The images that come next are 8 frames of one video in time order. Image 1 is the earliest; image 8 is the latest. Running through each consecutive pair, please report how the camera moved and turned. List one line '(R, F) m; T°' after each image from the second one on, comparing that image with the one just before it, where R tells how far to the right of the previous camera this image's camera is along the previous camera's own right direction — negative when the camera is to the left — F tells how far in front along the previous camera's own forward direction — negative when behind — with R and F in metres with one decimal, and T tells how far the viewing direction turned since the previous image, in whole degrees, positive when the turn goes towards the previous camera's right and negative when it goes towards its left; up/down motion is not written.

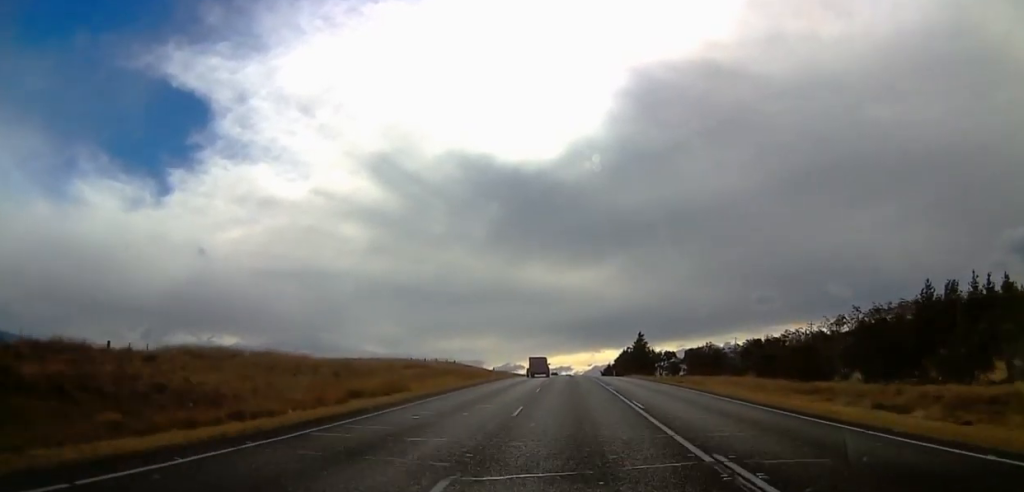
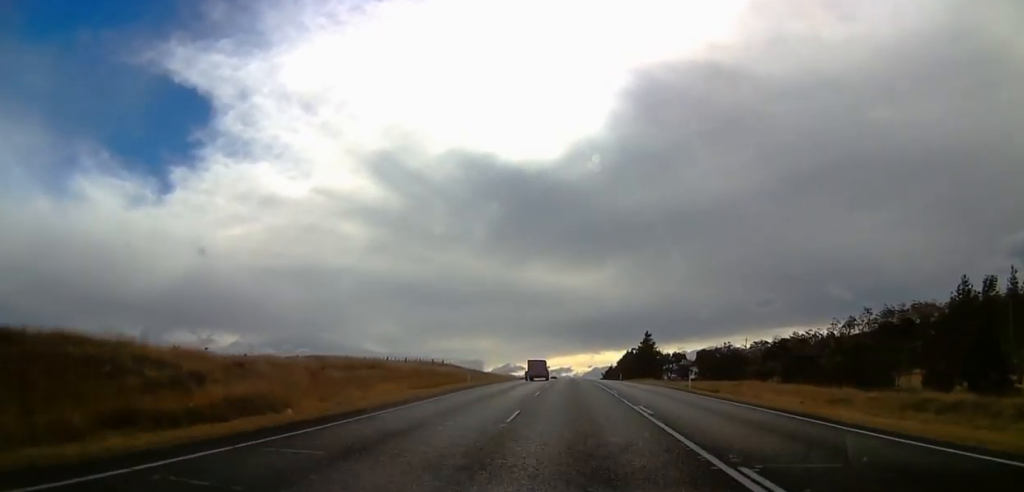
(0.0, +14.8) m; 0°
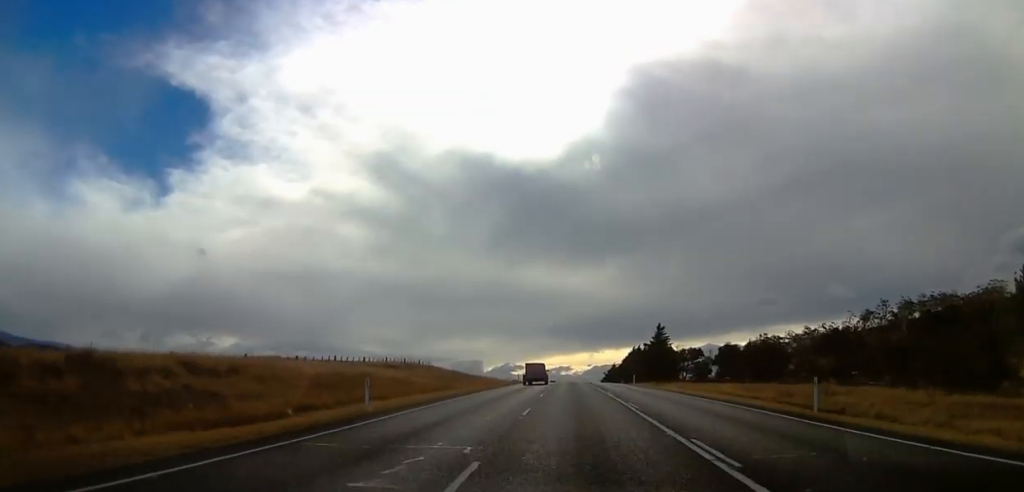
(0.0, +21.1) m; 0°
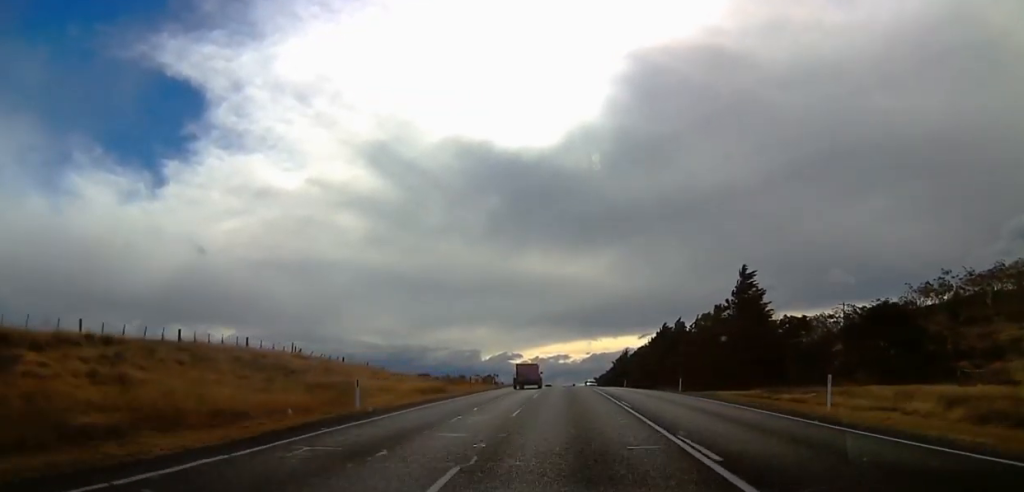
(0.0, +58.8) m; 0°
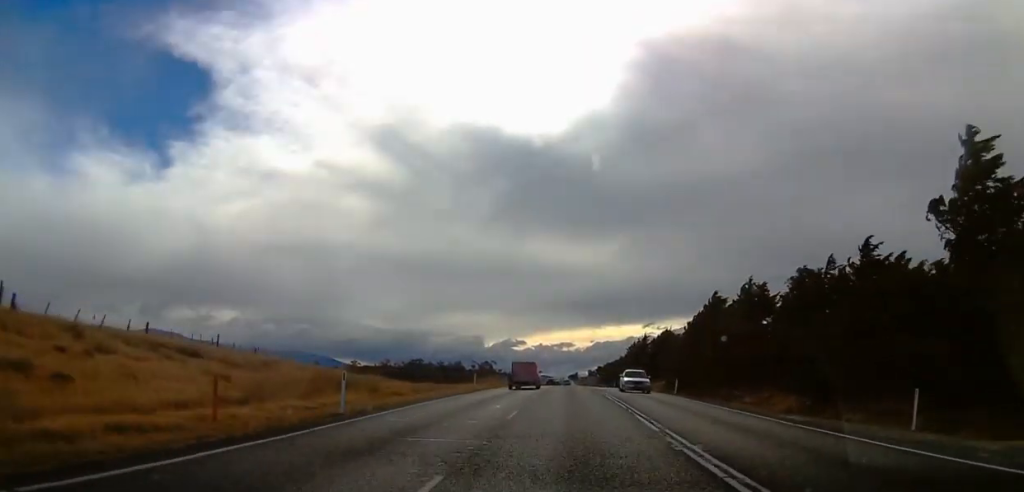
(0.0, +33.3) m; 0°
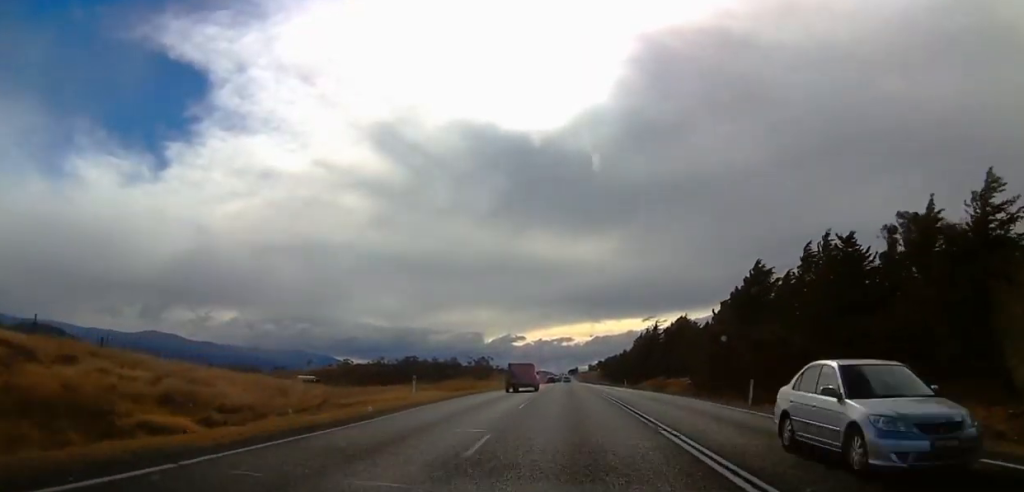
(0.0, +15.8) m; 0°
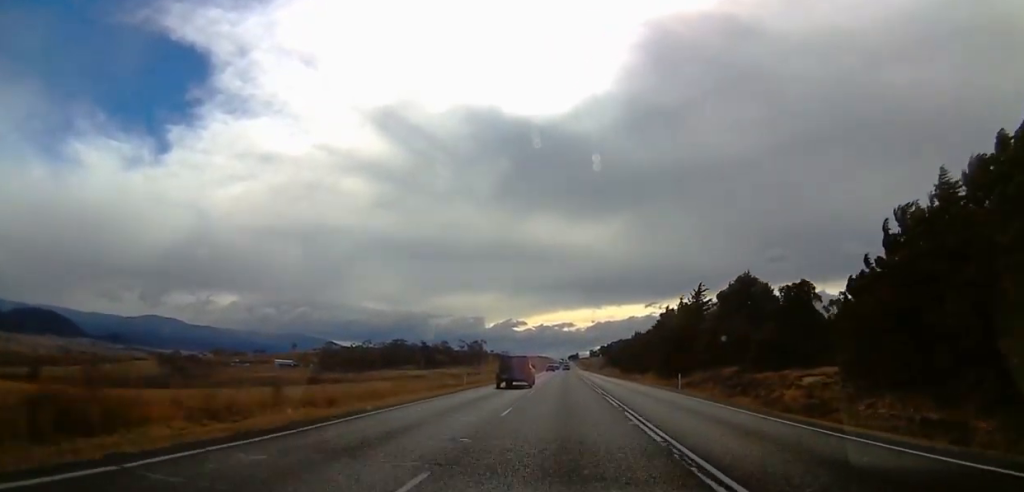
(0.0, +34.6) m; 0°
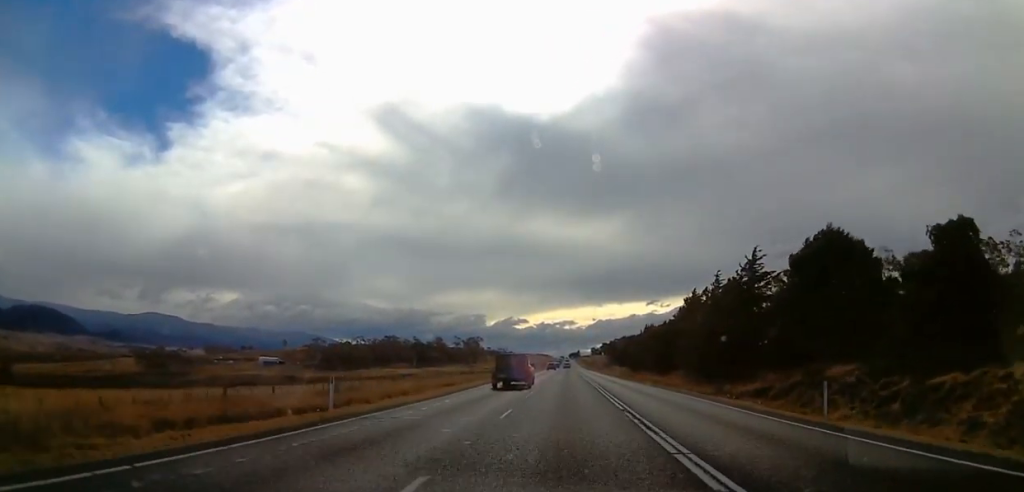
(0.0, +21.9) m; 0°
